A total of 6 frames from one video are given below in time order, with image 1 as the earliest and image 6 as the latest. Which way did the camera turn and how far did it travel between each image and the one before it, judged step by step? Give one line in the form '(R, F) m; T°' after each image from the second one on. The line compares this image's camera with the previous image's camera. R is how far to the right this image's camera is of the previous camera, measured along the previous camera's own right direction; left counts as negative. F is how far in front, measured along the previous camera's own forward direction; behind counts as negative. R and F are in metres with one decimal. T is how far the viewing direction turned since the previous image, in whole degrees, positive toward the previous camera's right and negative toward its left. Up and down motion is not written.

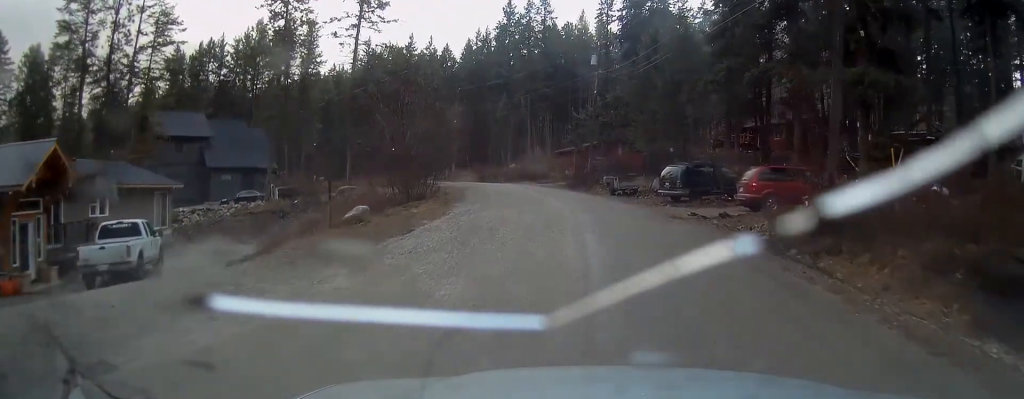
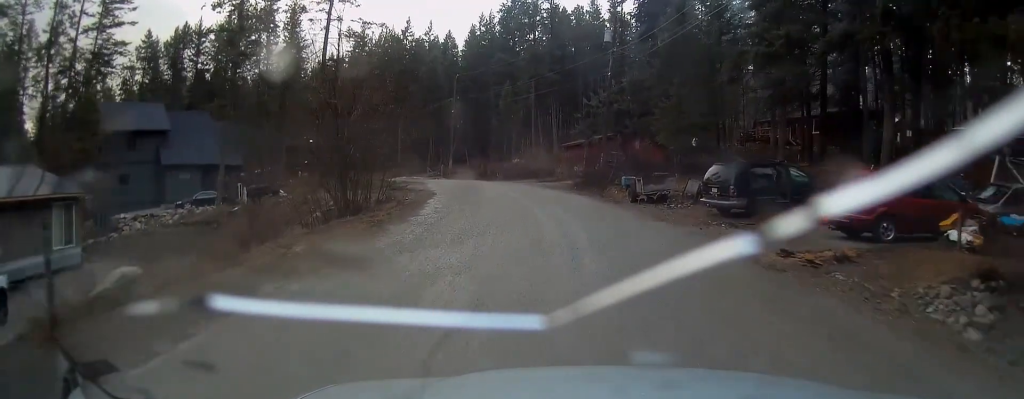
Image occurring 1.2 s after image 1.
(0.0, +8.7) m; 0°
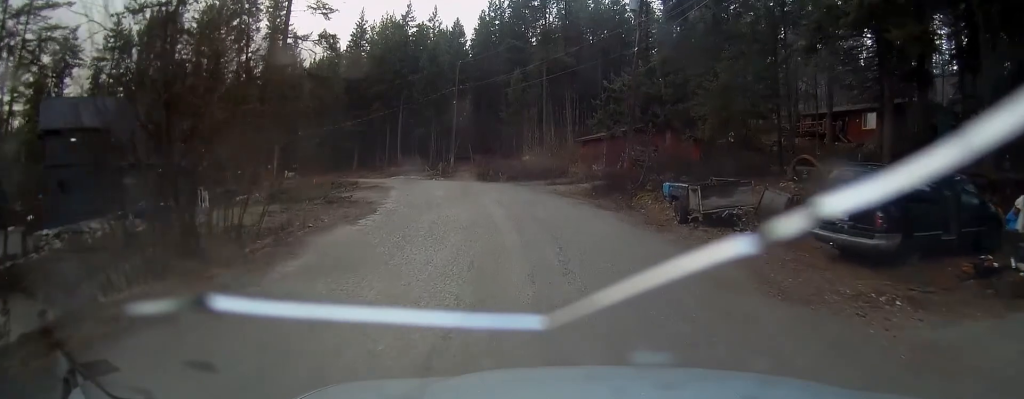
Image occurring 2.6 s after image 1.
(0.0, +9.1) m; 0°
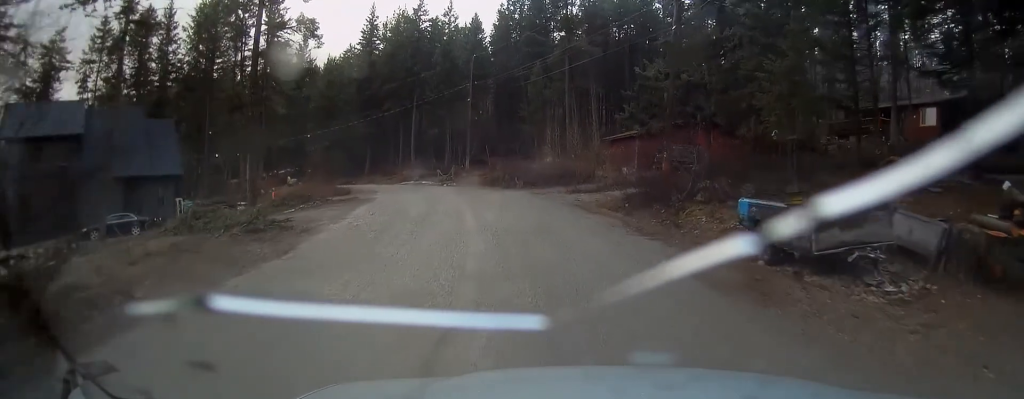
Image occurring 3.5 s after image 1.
(0.0, +6.2) m; -3°
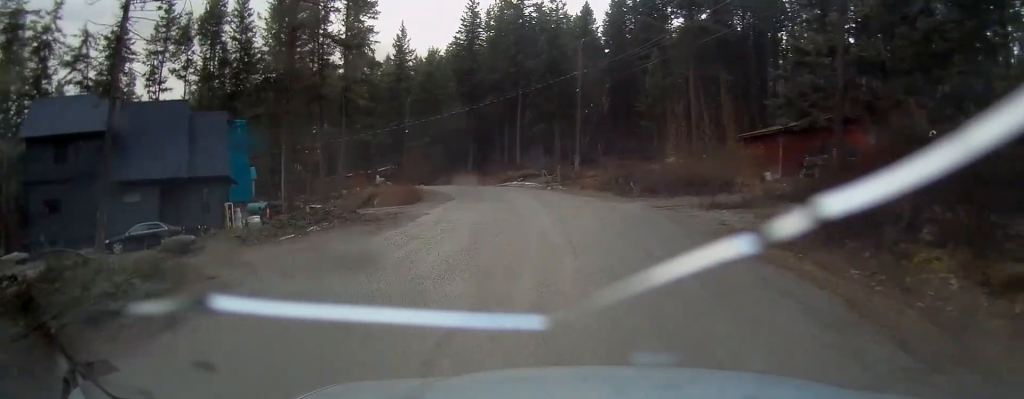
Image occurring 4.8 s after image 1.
(-0.6, +8.1) m; -13°
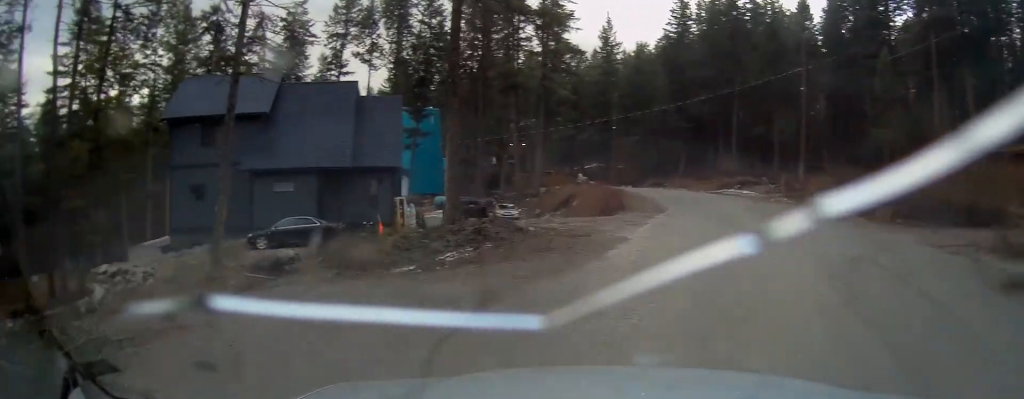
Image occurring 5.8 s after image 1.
(-0.7, +6.0) m; -10°
